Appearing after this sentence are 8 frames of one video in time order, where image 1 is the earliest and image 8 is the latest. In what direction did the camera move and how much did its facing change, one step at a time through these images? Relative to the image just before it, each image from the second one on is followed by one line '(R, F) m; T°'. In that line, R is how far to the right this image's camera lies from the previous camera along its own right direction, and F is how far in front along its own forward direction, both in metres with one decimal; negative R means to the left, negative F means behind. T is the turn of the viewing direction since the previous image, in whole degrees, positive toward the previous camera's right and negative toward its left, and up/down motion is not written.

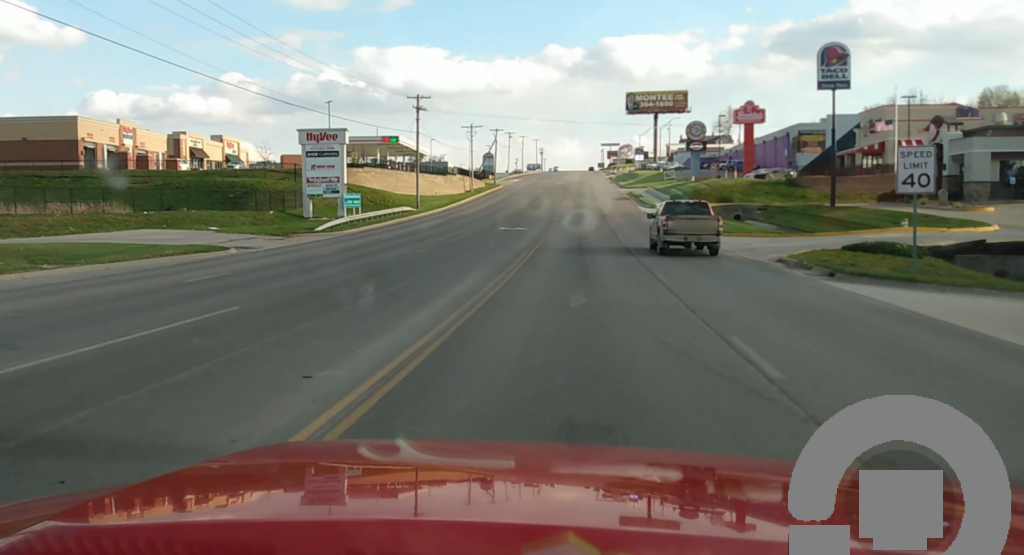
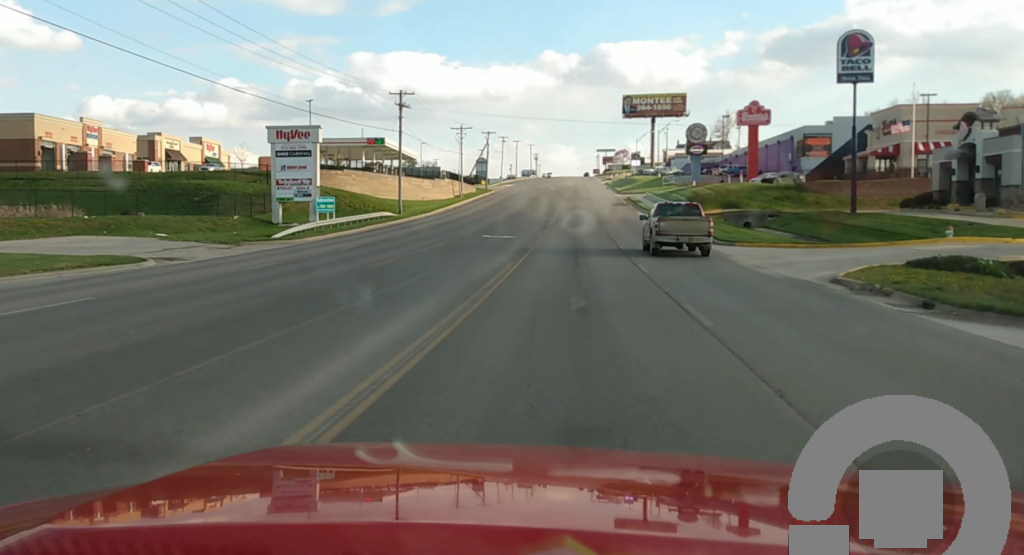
(-0.1, +7.6) m; 0°
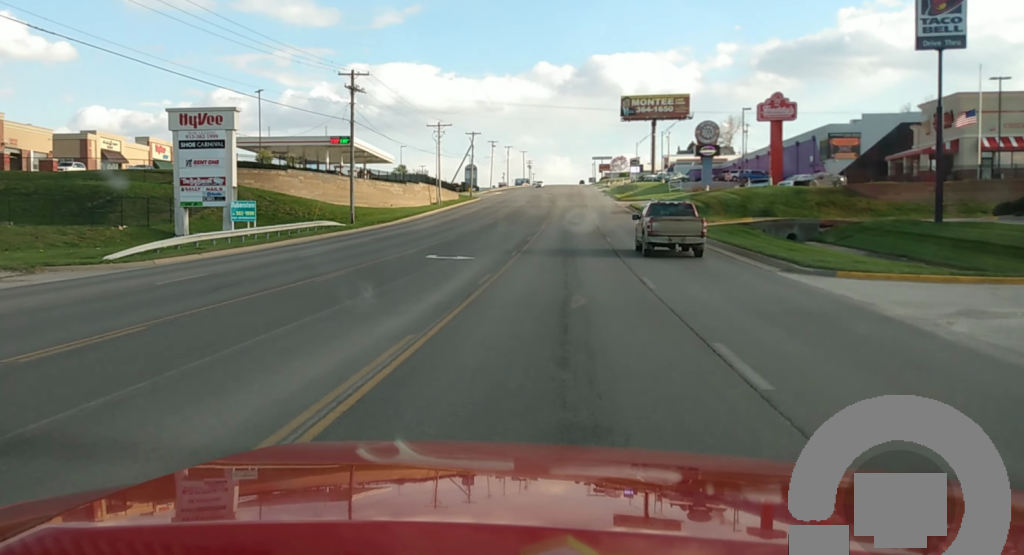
(+0.3, +18.0) m; 0°
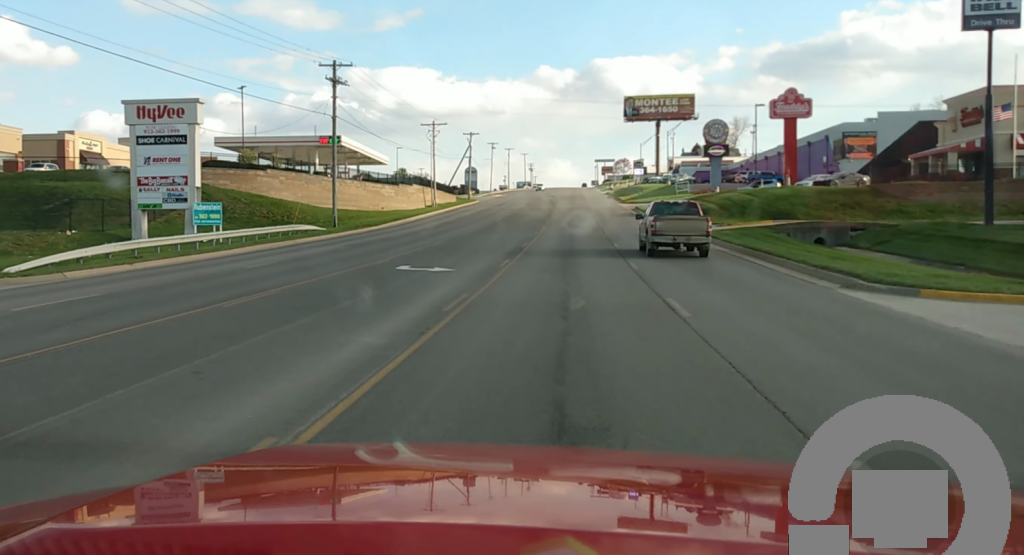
(+0.1, +5.7) m; -1°
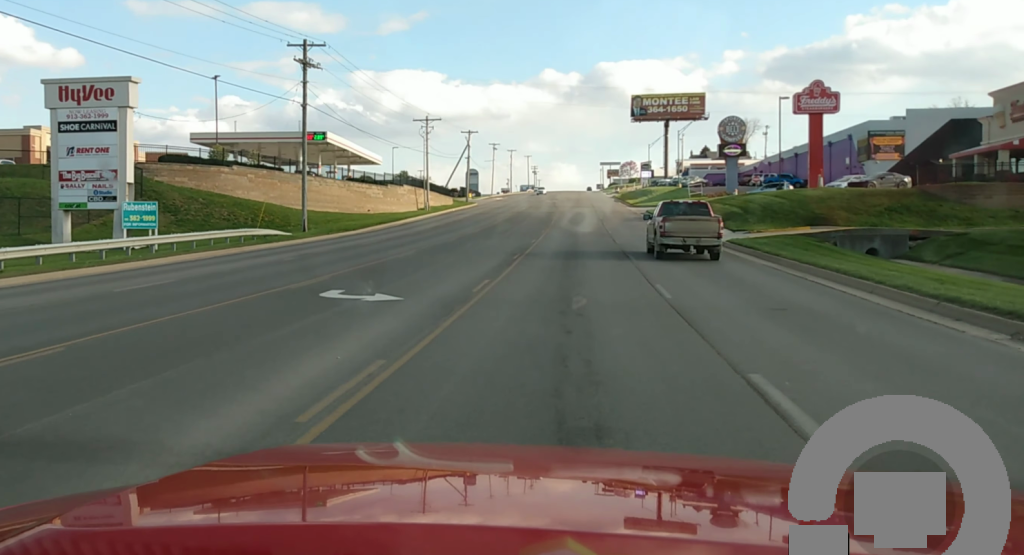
(-0.2, +8.5) m; 0°
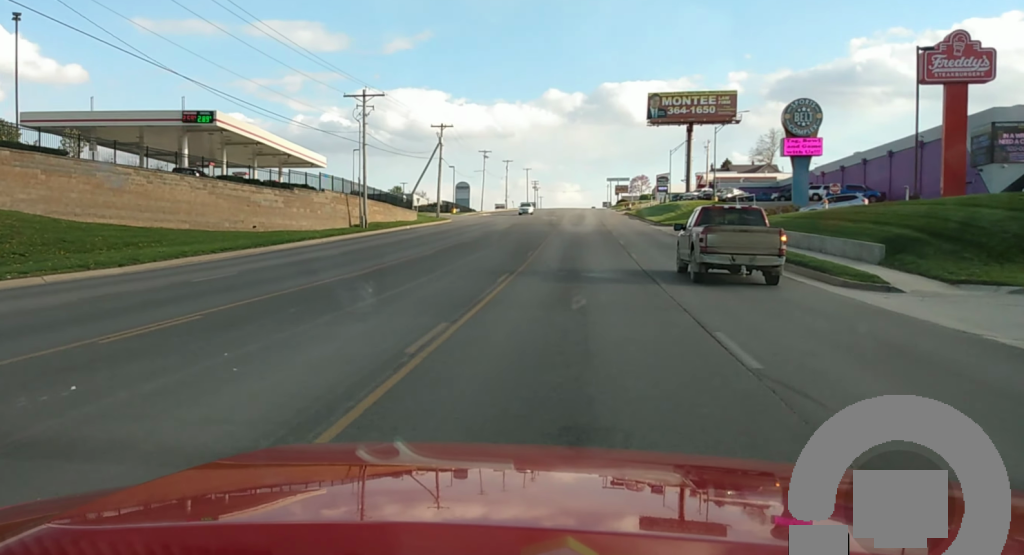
(-0.2, +32.7) m; -2°
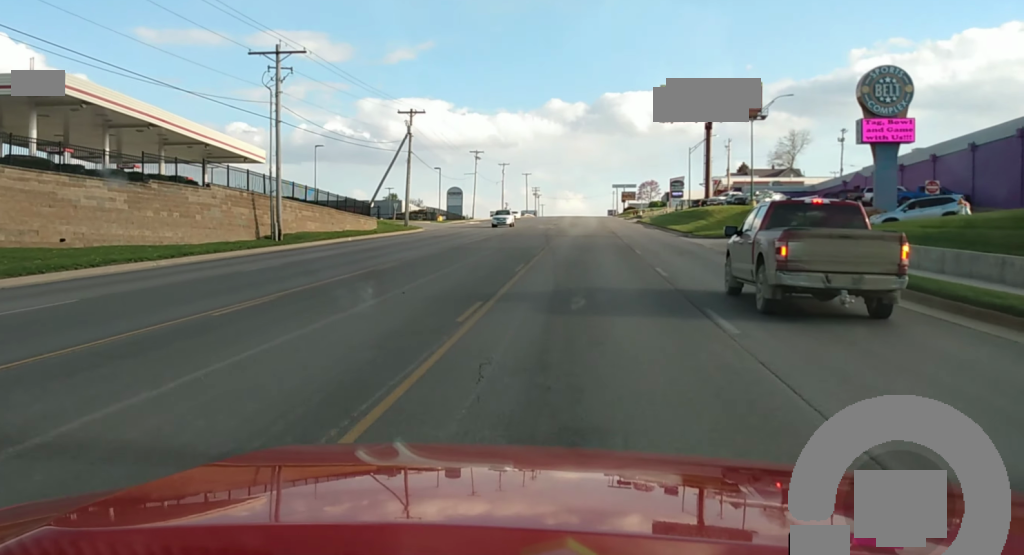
(-0.2, +20.9) m; 0°
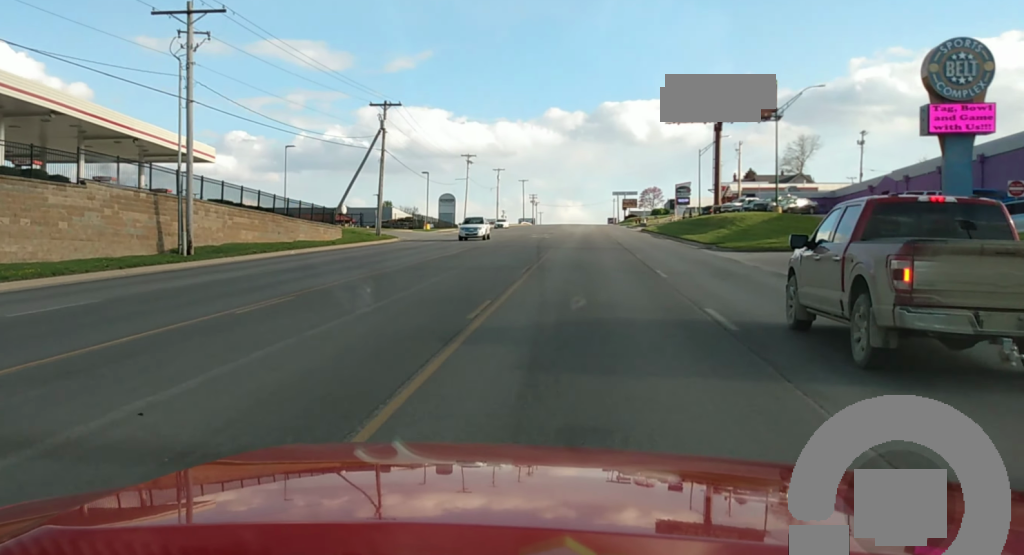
(+0.2, +11.2) m; +1°
